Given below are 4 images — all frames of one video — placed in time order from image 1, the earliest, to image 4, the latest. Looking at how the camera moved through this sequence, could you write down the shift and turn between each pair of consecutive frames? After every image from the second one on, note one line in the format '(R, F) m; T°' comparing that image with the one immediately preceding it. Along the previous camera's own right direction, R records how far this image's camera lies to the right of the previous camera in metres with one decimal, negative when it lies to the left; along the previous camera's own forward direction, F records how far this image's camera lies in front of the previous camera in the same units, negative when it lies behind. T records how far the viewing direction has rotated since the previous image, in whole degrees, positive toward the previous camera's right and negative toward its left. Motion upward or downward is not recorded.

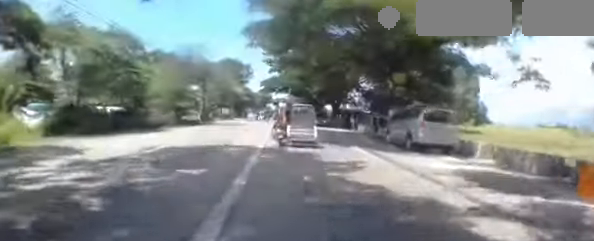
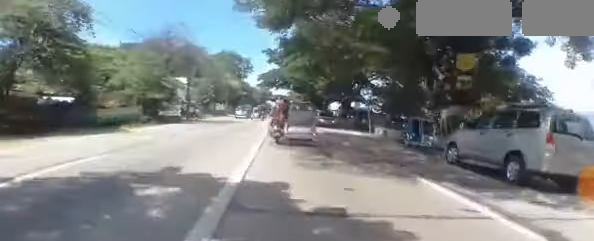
(0.0, +5.3) m; 0°
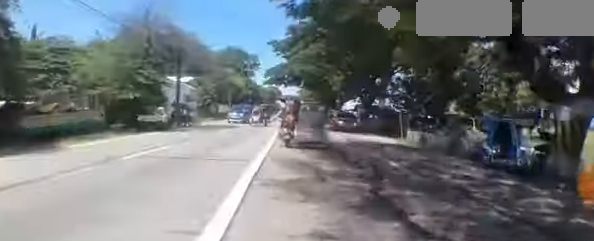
(0.0, +4.7) m; 0°
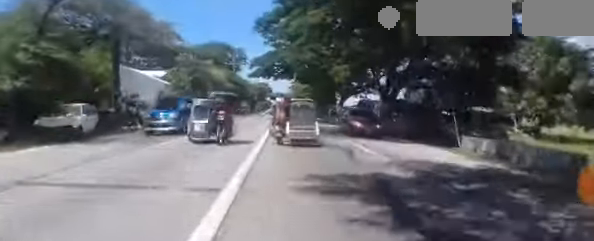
(0.0, +6.5) m; 0°
